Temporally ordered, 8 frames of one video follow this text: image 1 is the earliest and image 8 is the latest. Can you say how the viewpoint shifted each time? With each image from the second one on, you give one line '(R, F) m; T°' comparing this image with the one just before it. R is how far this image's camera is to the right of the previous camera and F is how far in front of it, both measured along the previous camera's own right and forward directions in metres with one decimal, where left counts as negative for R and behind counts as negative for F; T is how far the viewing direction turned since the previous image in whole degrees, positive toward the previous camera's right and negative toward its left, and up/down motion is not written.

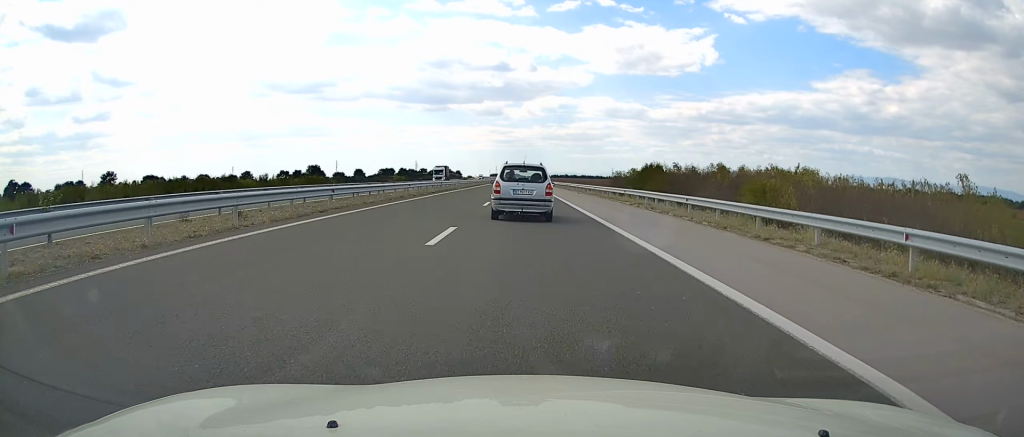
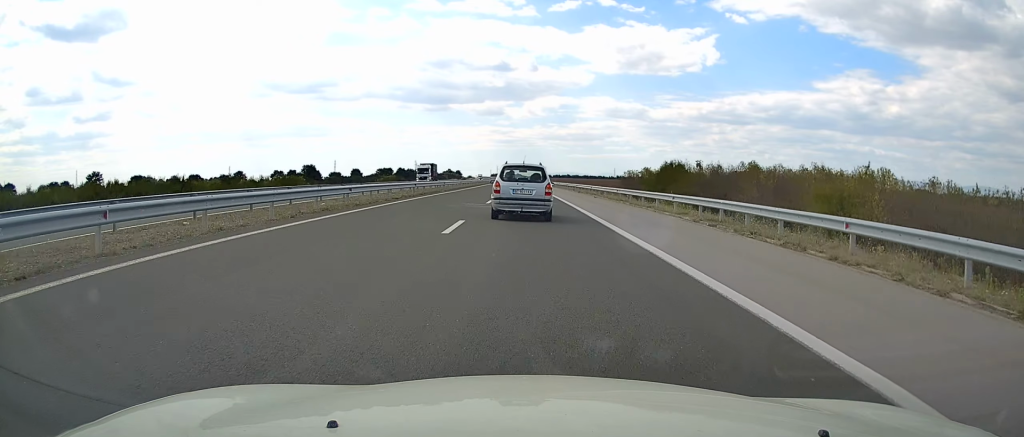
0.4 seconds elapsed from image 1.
(+0.1, +13.6) m; 0°
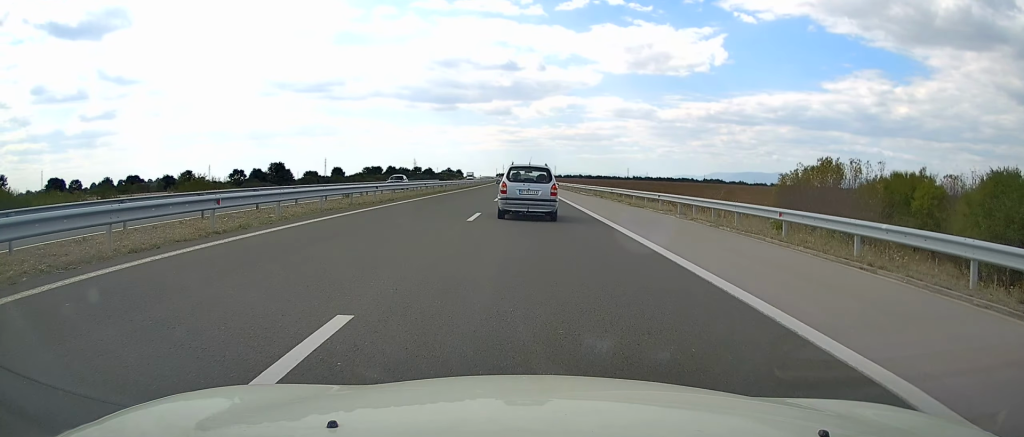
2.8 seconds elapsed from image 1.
(-0.6, +75.7) m; -1°
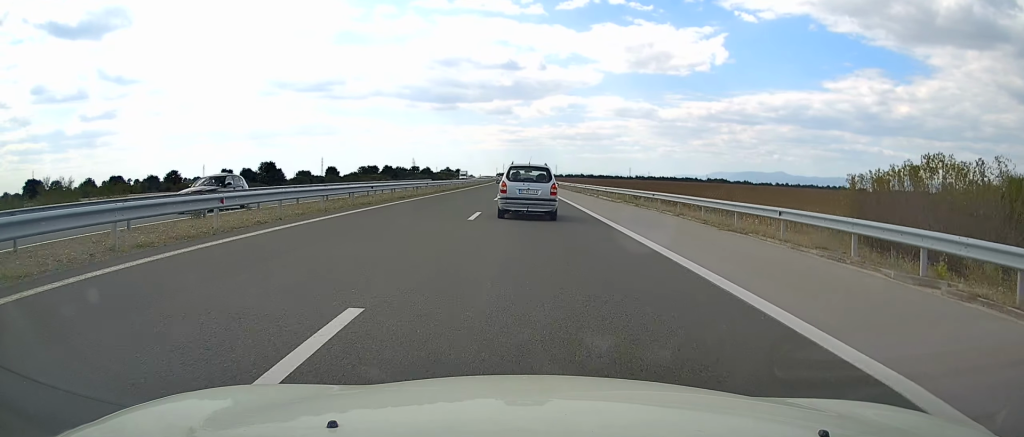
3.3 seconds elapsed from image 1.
(0.0, +15.8) m; 0°
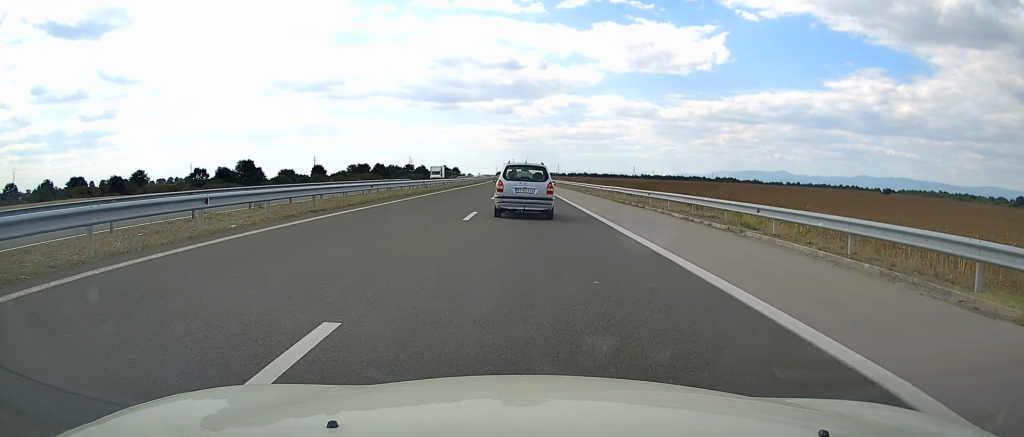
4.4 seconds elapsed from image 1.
(0.0, +32.7) m; 0°
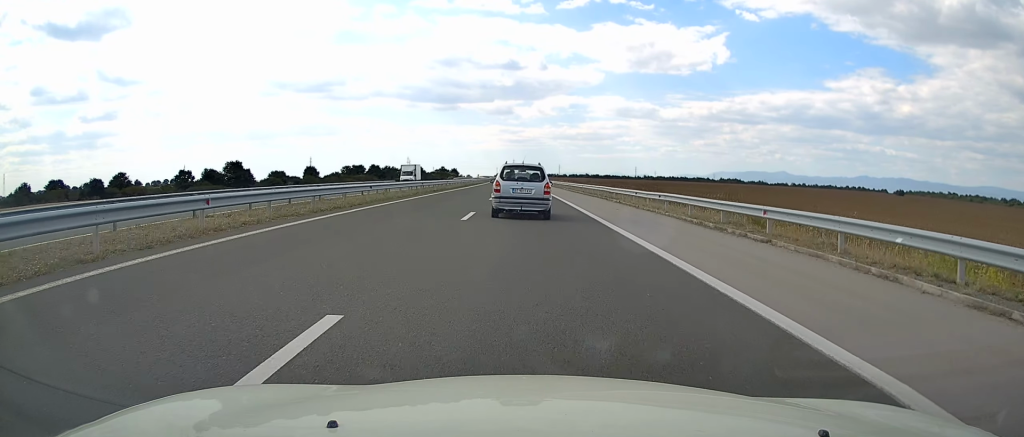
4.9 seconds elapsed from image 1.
(0.0, +15.8) m; 0°
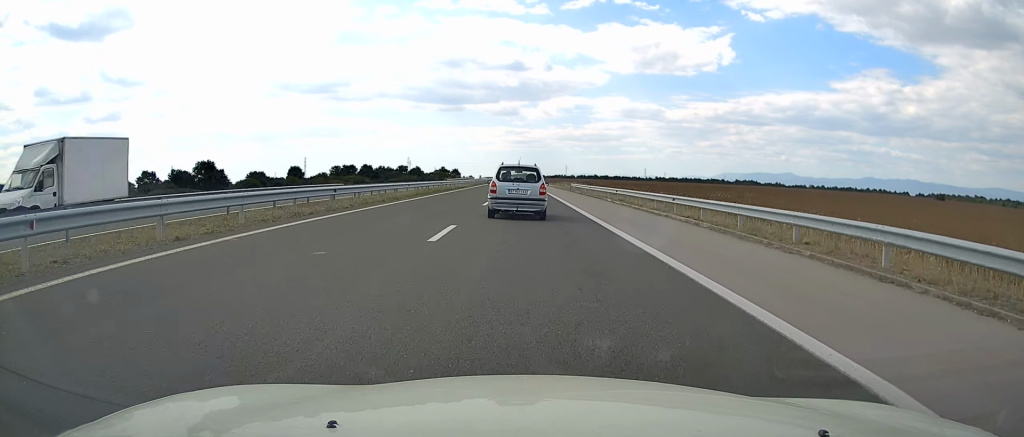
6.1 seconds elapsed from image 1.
(0.0, +37.8) m; -1°
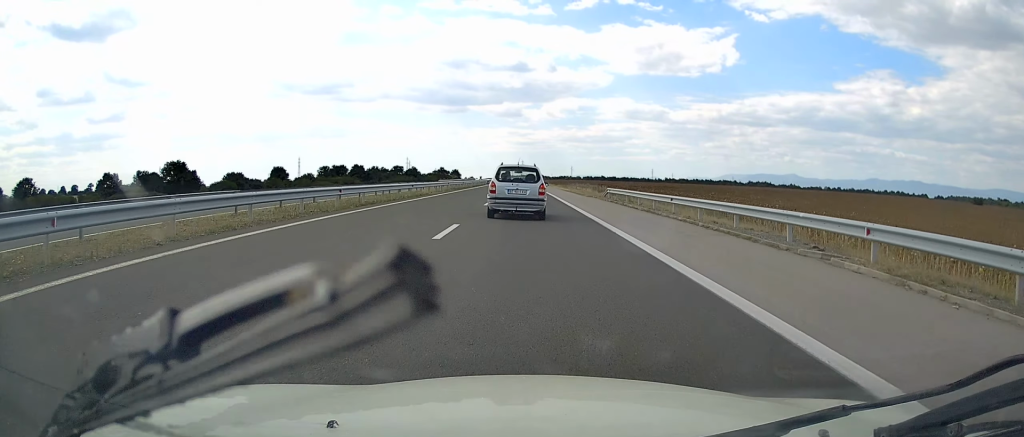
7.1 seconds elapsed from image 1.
(-0.4, +31.5) m; 0°
